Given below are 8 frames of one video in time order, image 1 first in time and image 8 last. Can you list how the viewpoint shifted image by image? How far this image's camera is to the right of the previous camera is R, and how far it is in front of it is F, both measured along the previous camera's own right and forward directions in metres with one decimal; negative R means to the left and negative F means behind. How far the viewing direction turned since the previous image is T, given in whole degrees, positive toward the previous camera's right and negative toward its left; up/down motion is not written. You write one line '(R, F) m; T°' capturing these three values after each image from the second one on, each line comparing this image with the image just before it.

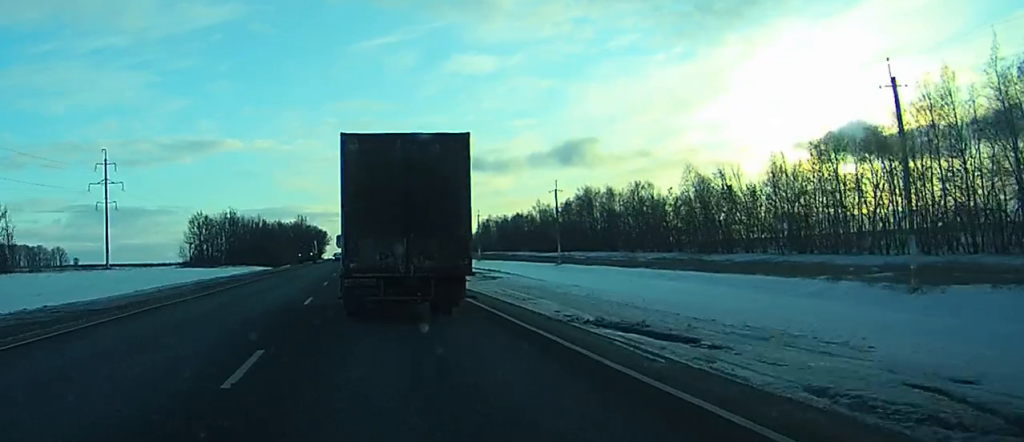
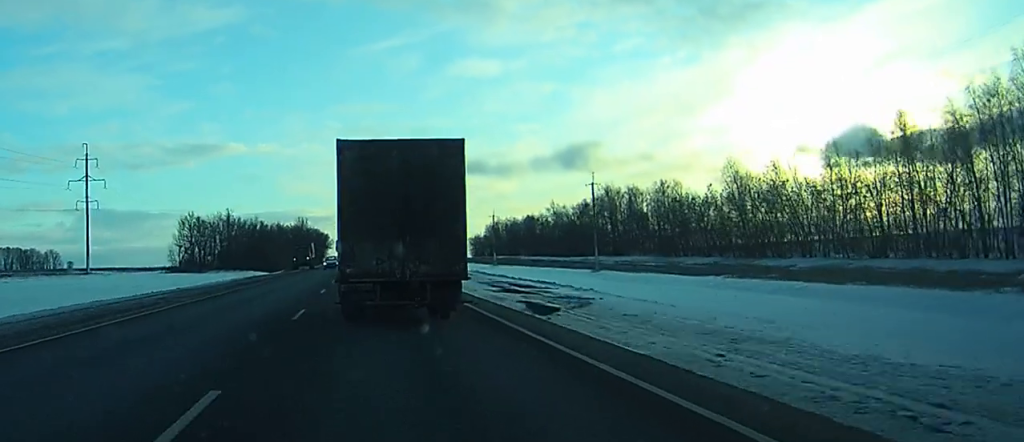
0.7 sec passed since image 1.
(+0.2, +15.4) m; +1°
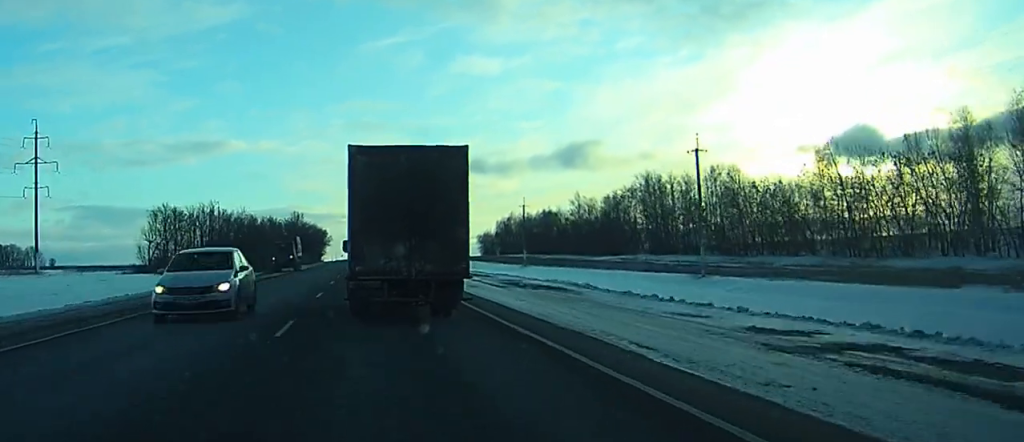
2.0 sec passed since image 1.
(+0.3, +27.5) m; 0°
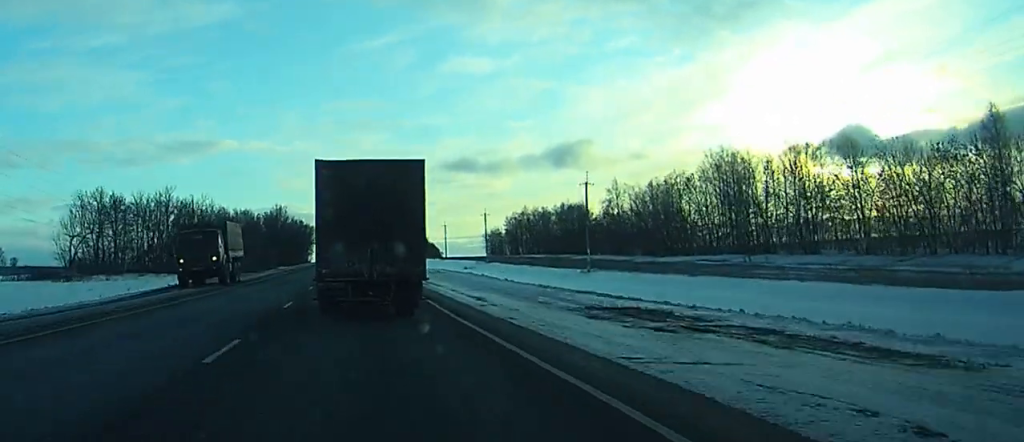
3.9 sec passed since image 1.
(+0.1, +38.7) m; 0°
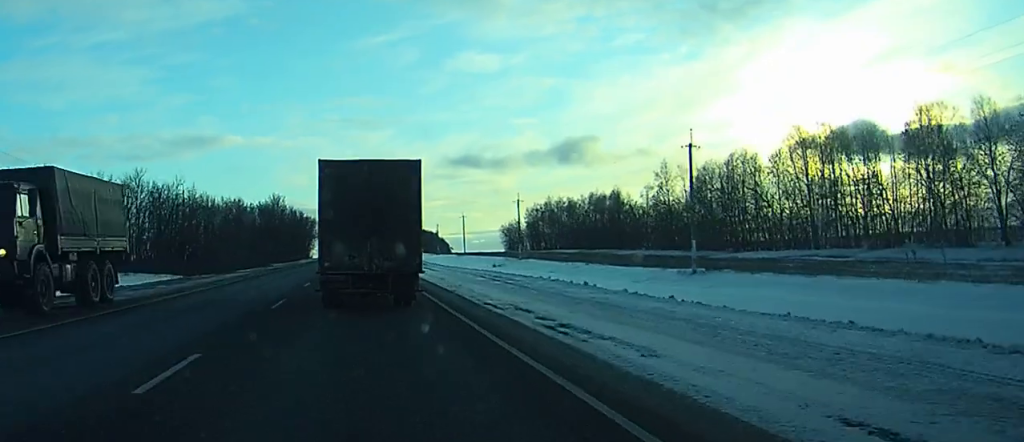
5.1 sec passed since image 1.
(-0.1, +26.1) m; 0°
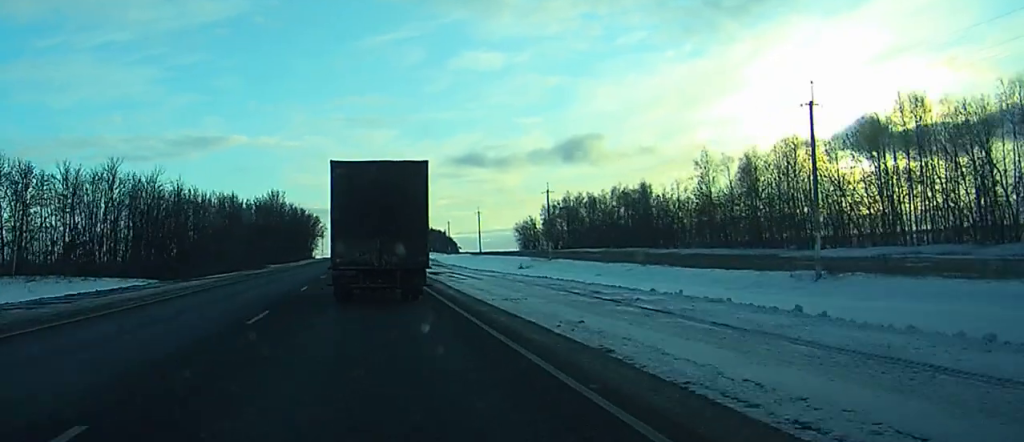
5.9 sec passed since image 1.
(0.0, +16.4) m; 0°
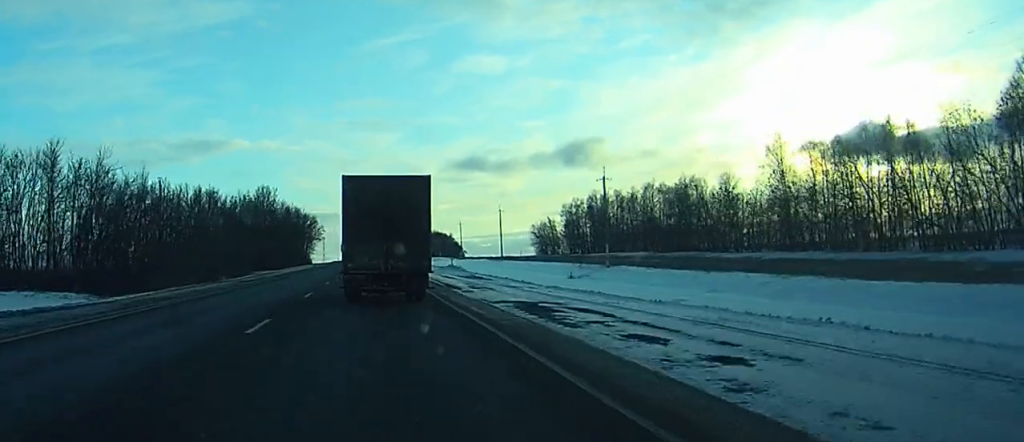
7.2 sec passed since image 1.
(0.0, +25.2) m; 0°
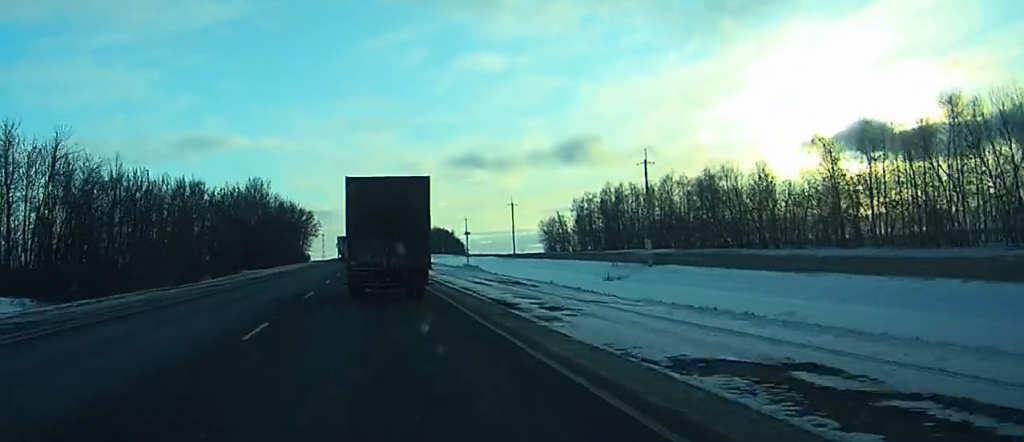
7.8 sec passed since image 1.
(0.0, +12.9) m; 0°
